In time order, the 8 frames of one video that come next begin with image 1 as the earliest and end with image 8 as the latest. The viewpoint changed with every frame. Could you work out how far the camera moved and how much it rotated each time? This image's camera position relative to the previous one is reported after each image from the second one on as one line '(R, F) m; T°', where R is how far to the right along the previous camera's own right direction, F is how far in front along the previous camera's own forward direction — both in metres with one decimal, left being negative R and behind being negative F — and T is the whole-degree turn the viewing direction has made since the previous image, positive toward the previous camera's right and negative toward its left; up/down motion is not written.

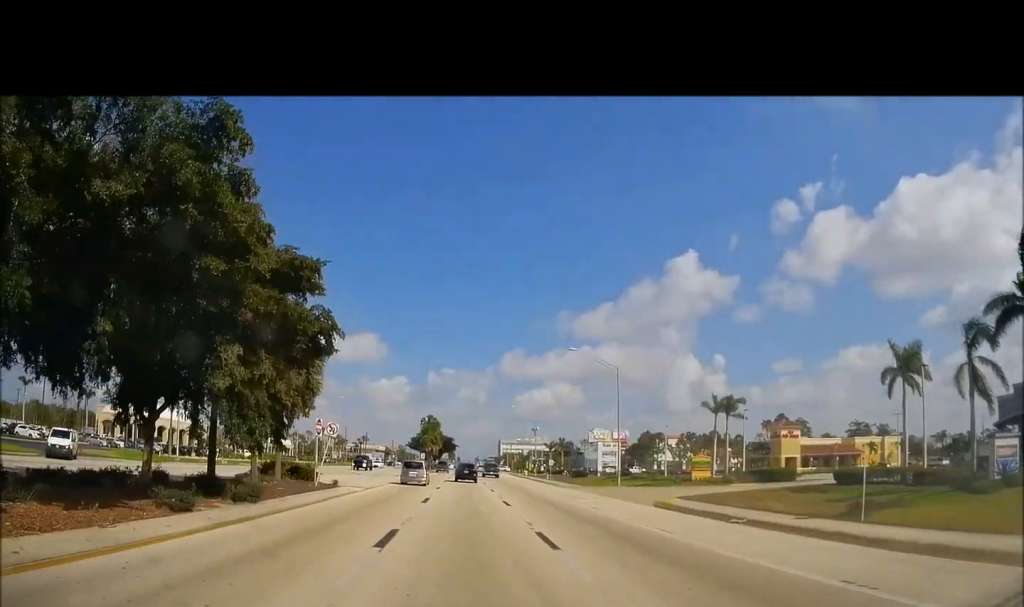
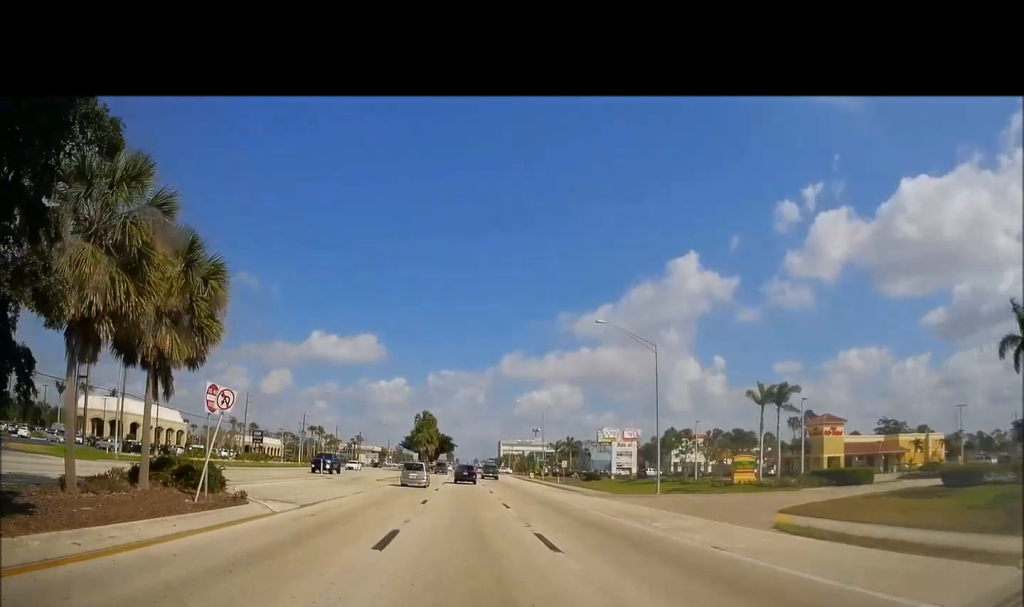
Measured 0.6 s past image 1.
(-0.3, +12.1) m; 0°
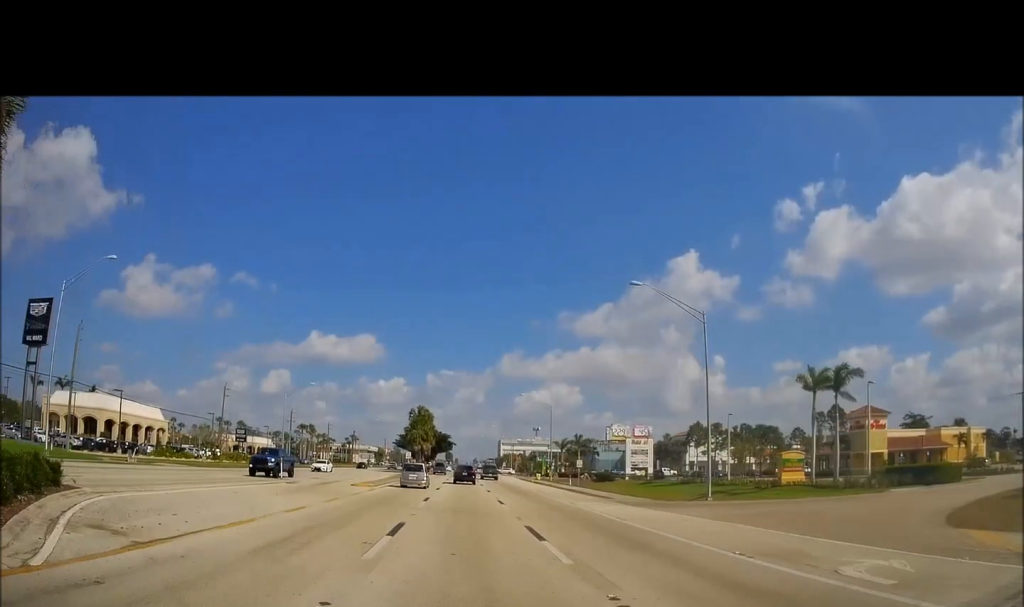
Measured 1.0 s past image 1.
(+0.2, +10.0) m; +1°
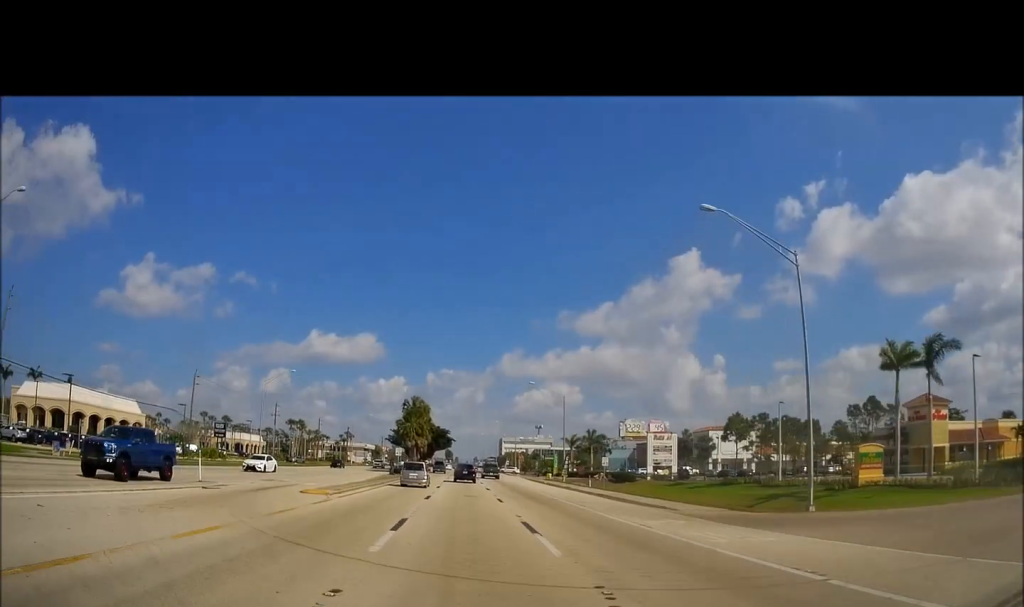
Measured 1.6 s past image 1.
(+0.2, +11.4) m; +1°
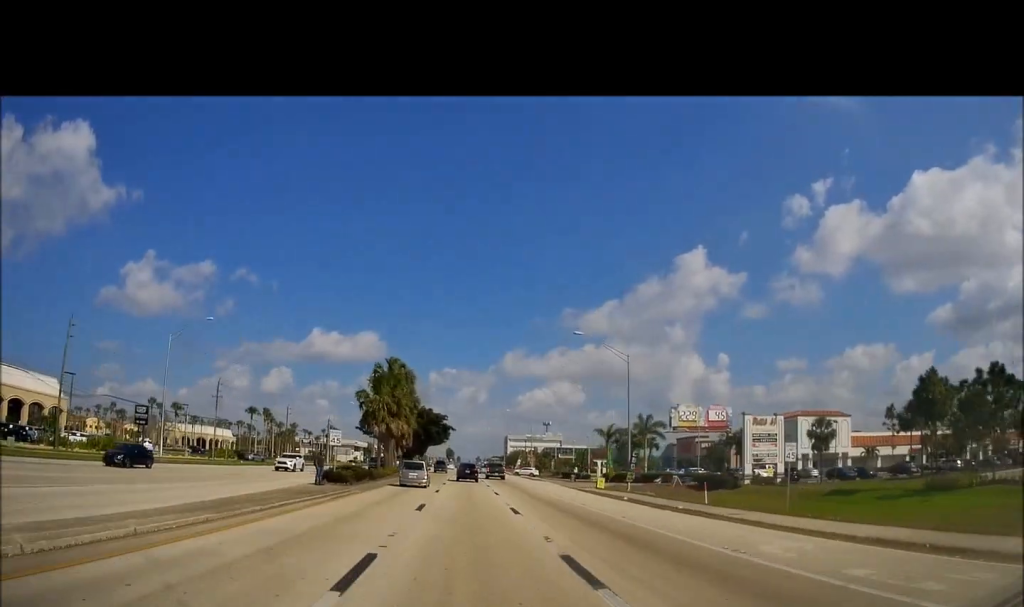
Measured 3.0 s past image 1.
(-0.3, +31.1) m; -1°
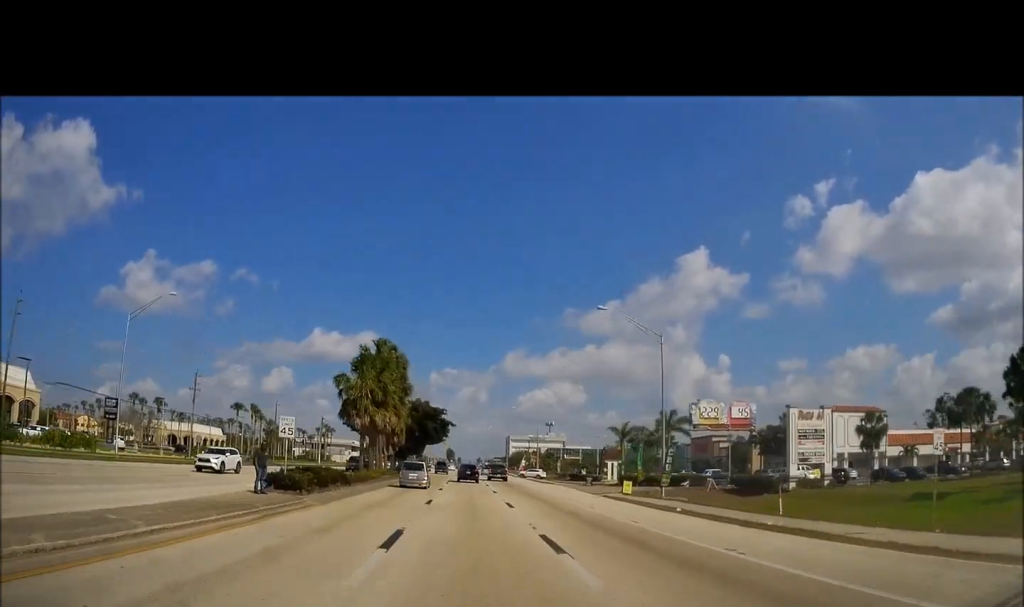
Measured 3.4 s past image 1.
(-0.2, +8.7) m; 0°
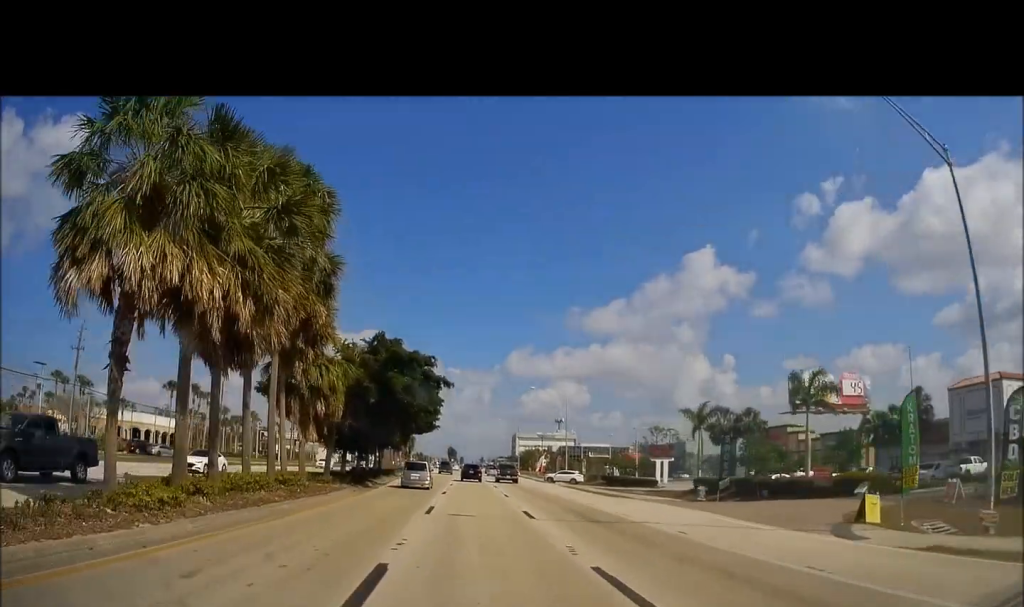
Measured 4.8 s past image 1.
(+0.3, +29.7) m; 0°
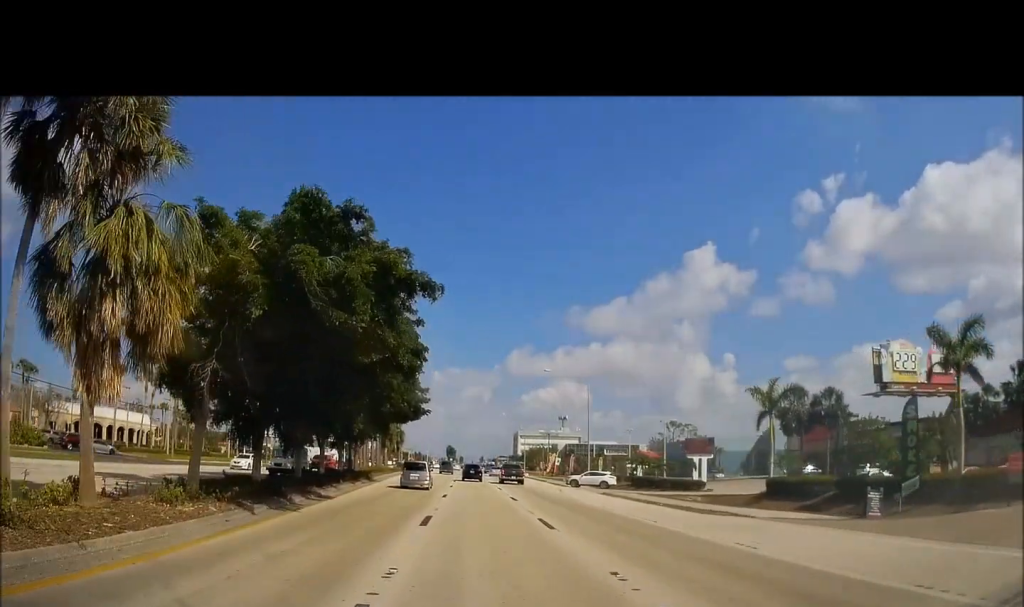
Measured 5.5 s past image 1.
(-0.3, +15.6) m; -1°
